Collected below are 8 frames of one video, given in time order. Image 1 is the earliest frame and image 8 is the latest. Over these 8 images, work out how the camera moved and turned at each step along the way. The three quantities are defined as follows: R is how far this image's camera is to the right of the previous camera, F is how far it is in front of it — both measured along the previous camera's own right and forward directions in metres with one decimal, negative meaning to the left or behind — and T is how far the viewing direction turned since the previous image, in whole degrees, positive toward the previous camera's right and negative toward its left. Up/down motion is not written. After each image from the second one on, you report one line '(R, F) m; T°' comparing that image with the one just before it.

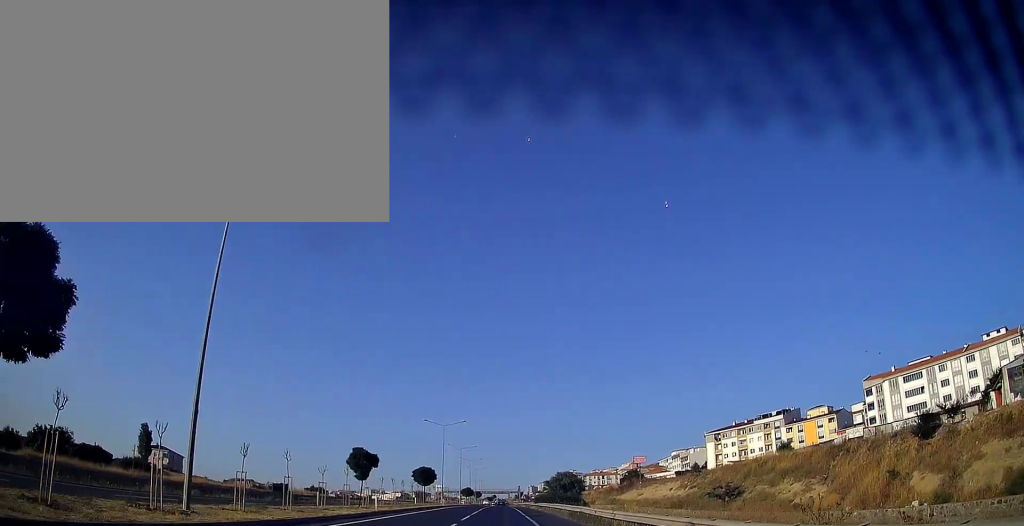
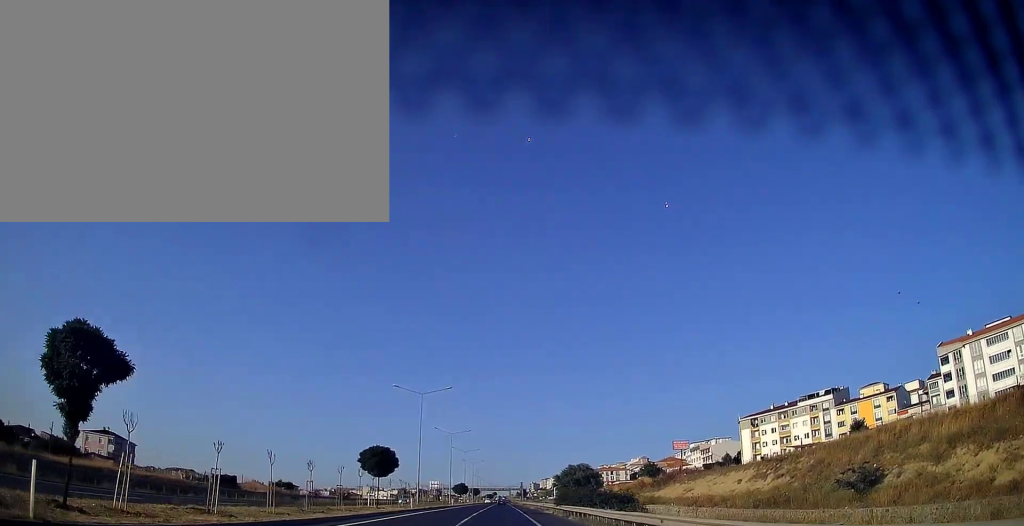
(0.0, +28.1) m; 0°
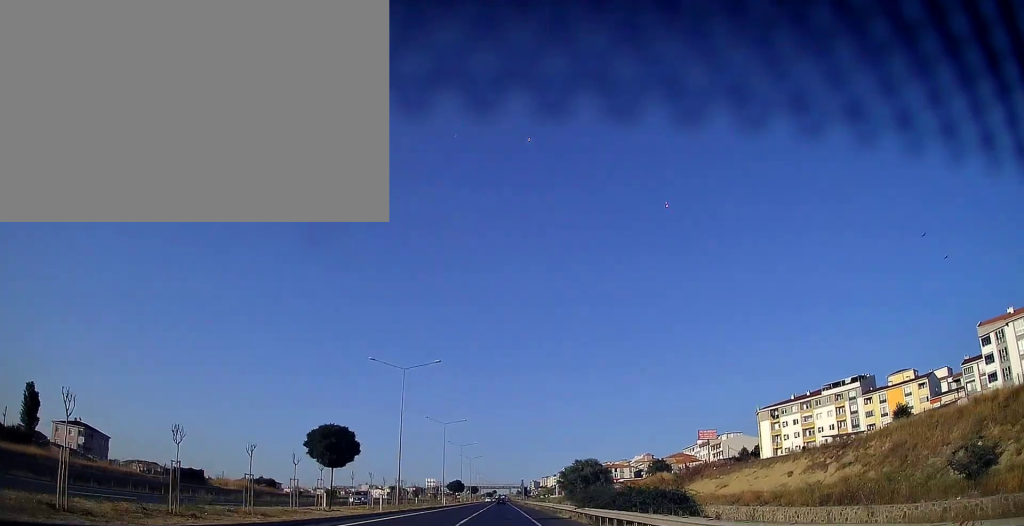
(0.0, +12.3) m; 0°
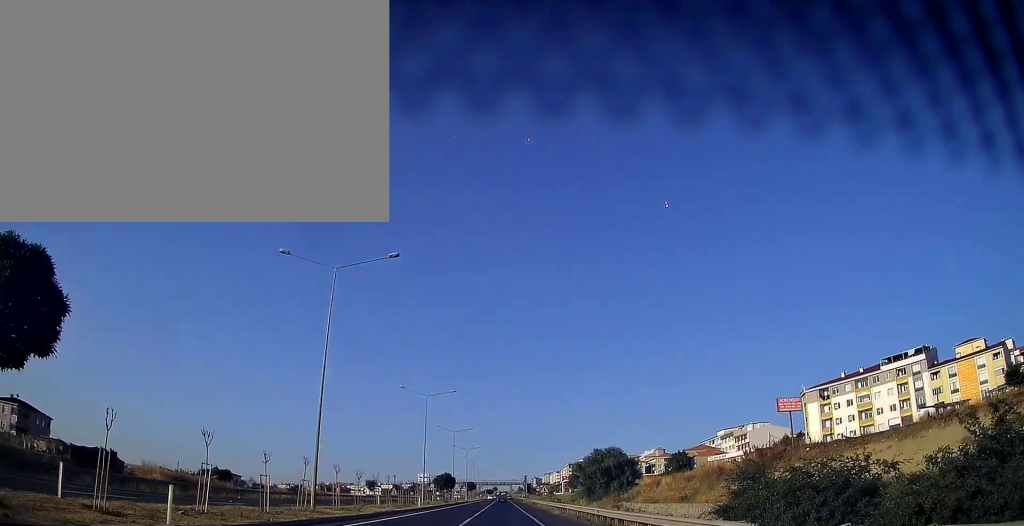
(0.0, +22.8) m; 0°
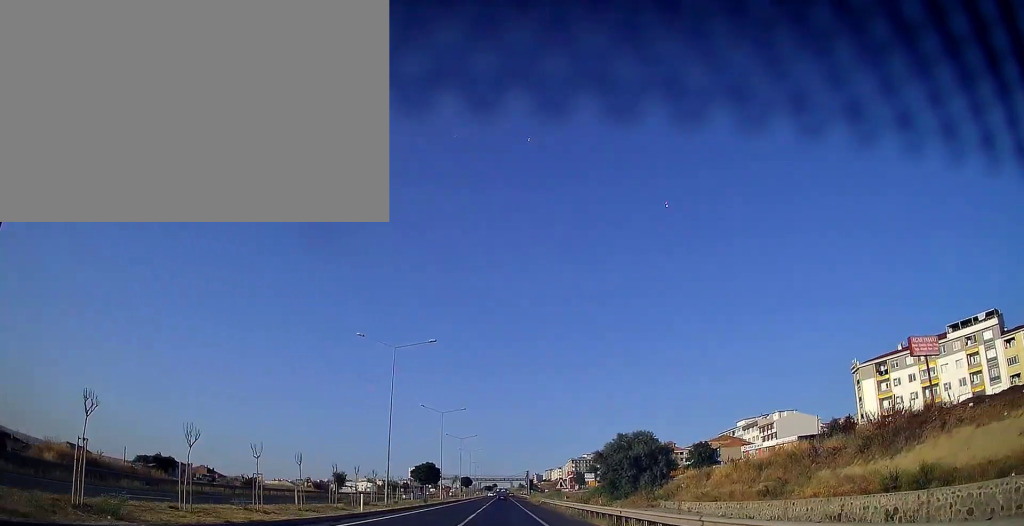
(0.0, +21.1) m; 0°
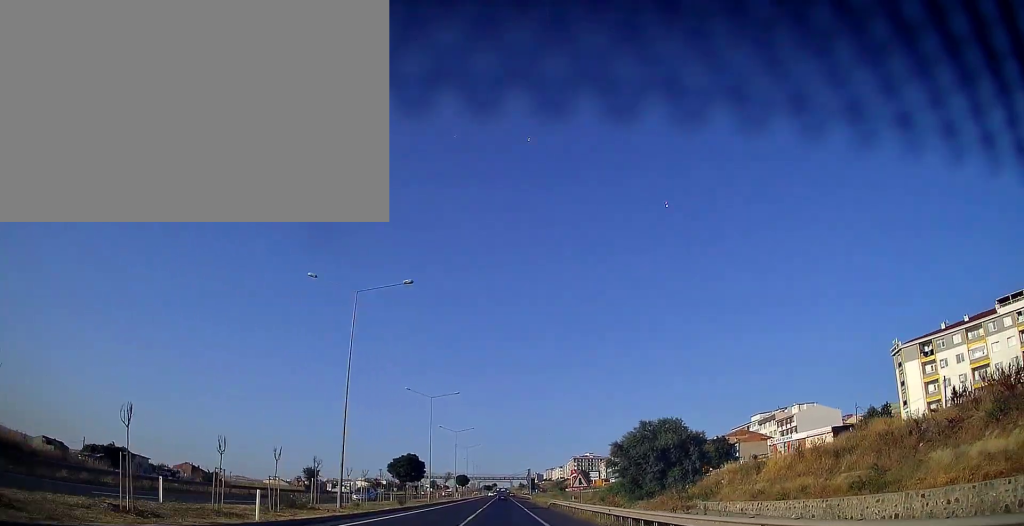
(0.0, +13.2) m; 0°
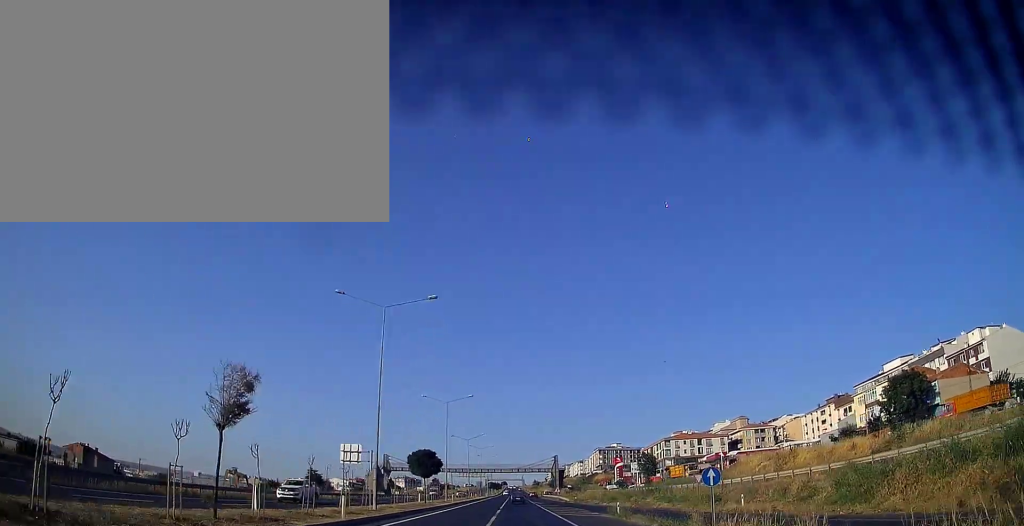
(-0.7, +75.1) m; -1°
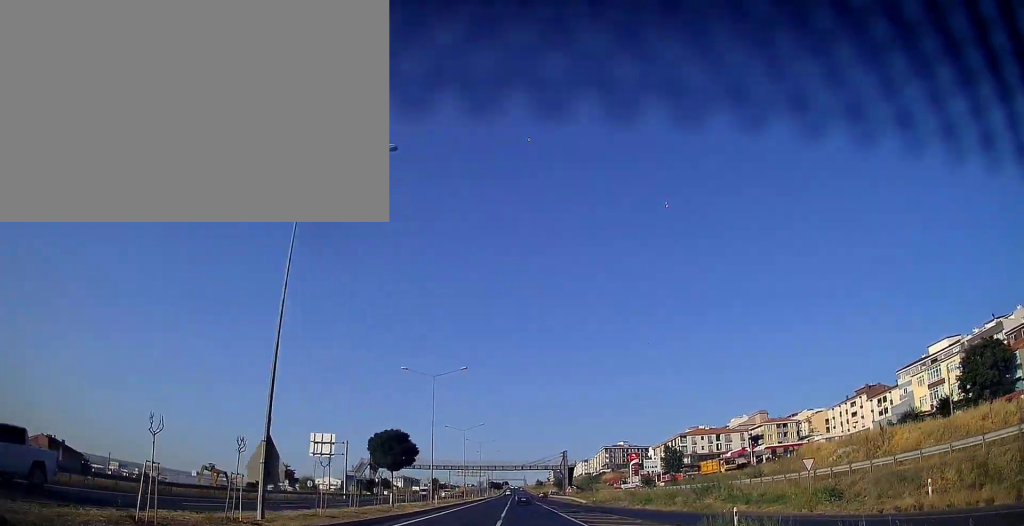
(0.0, +16.9) m; 0°
